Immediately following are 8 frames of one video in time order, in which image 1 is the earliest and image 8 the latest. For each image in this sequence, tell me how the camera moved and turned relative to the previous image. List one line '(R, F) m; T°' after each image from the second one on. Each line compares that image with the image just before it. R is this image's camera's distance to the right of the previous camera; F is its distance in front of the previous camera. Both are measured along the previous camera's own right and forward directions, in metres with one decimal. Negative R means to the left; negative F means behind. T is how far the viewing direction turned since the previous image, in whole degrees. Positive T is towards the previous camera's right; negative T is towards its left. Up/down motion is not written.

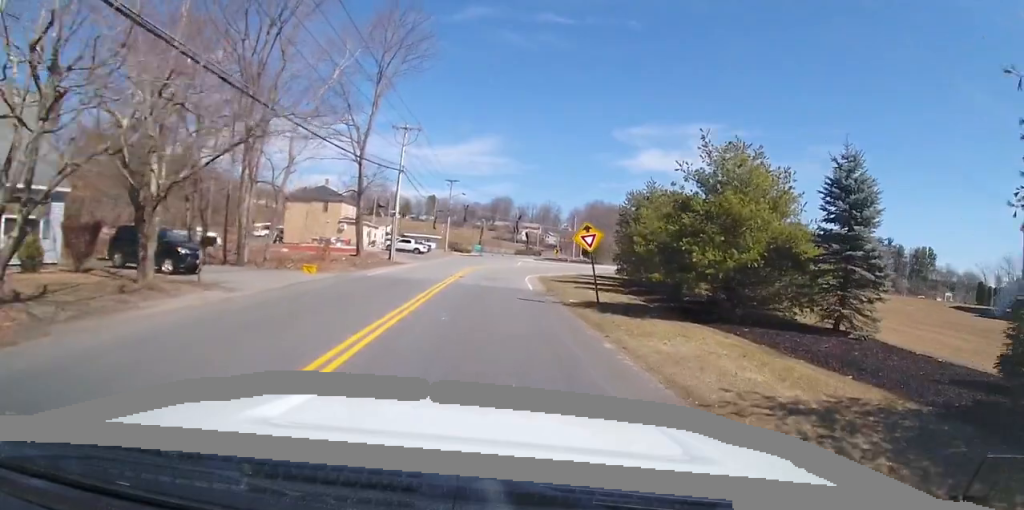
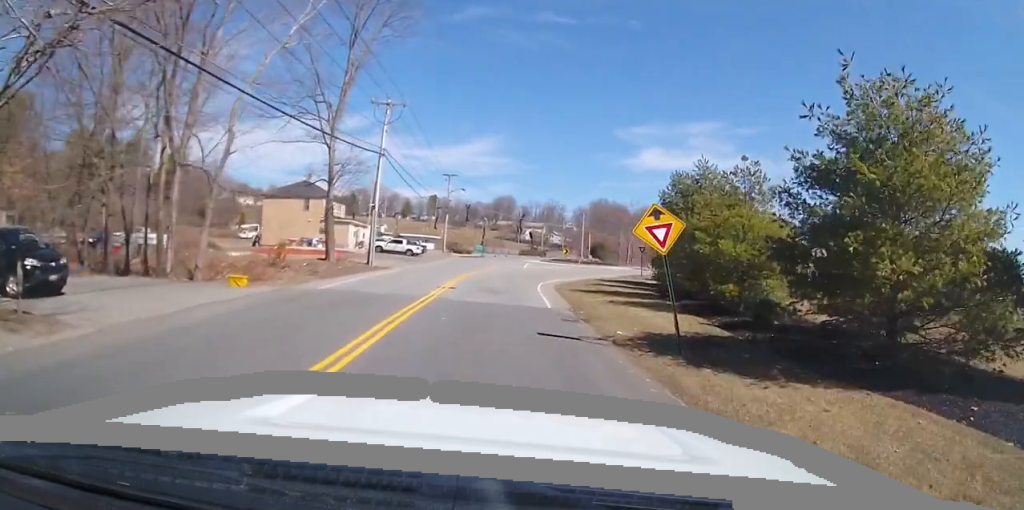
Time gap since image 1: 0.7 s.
(-0.3, +8.4) m; -1°
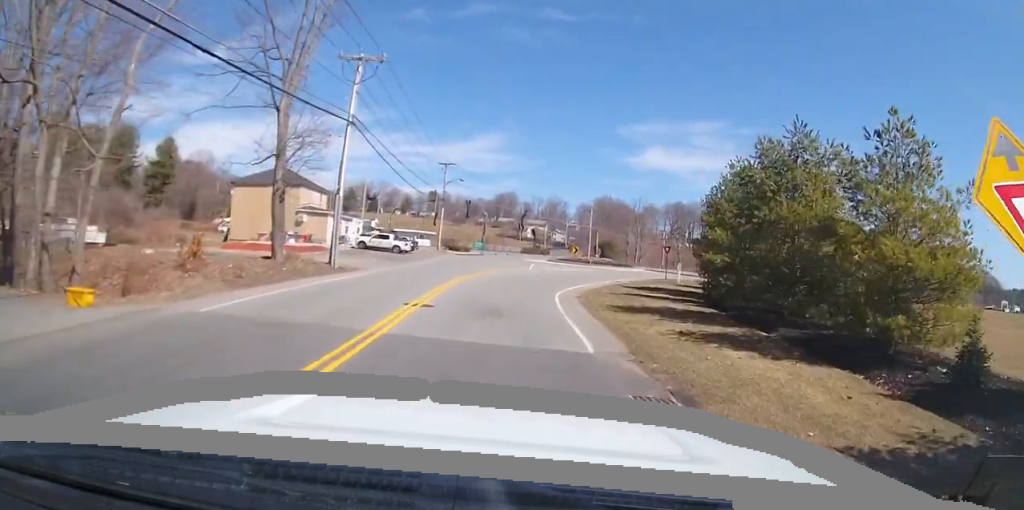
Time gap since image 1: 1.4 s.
(0.0, +8.5) m; 0°
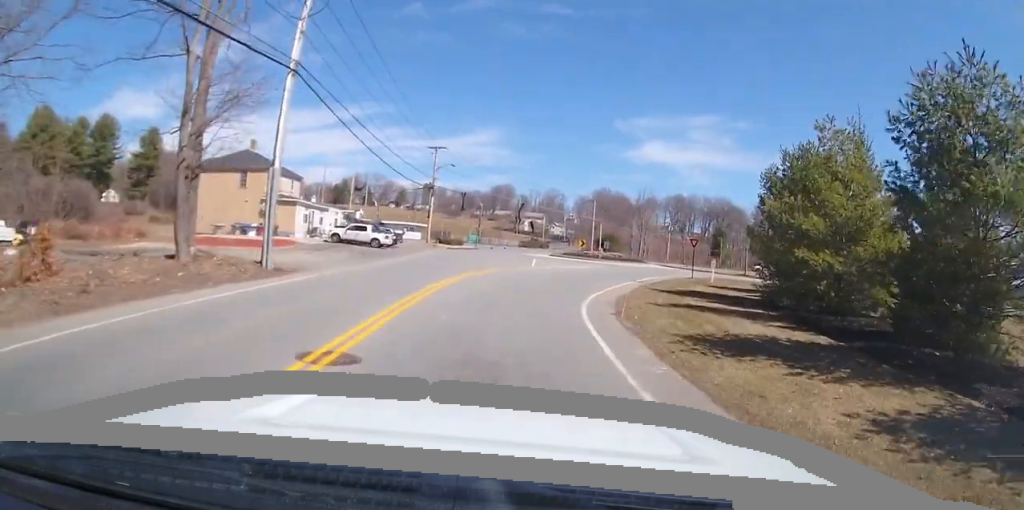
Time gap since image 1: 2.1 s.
(+0.1, +7.8) m; +1°
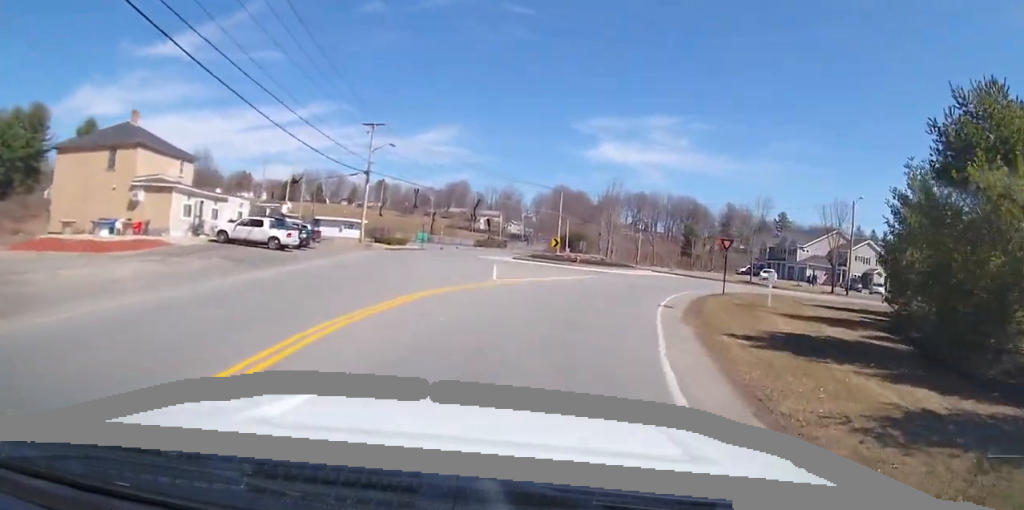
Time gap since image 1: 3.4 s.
(+0.7, +13.4) m; +8°
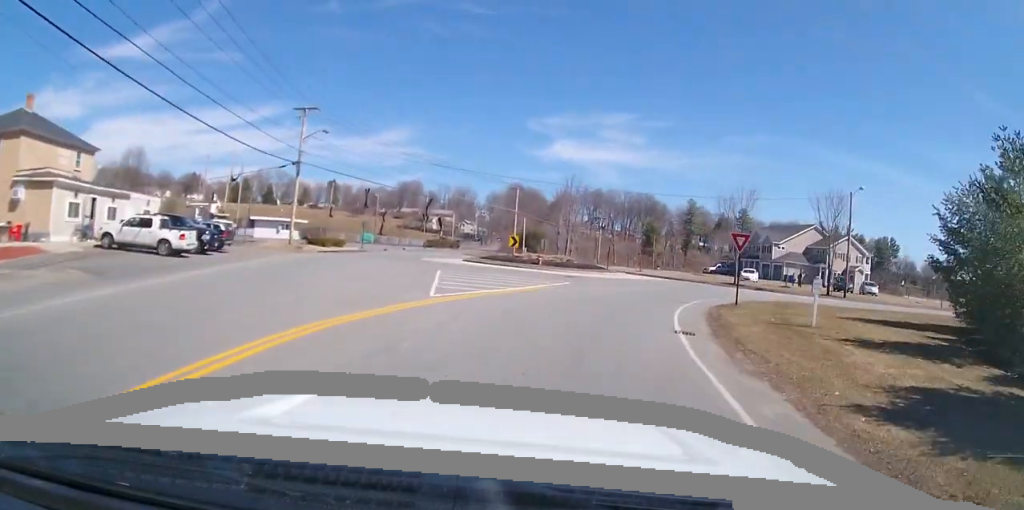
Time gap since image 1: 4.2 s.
(+0.4, +7.2) m; +4°
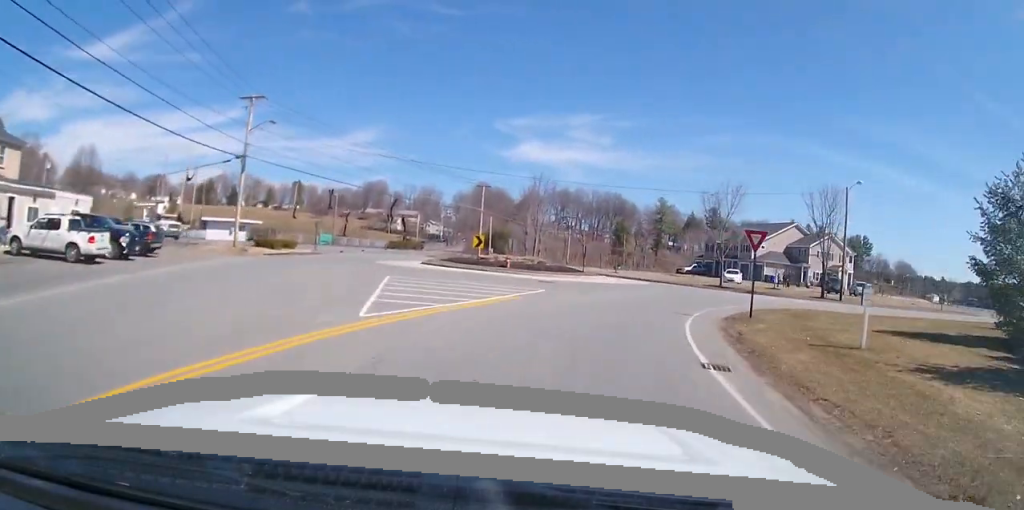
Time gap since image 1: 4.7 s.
(+0.1, +4.3) m; +1°
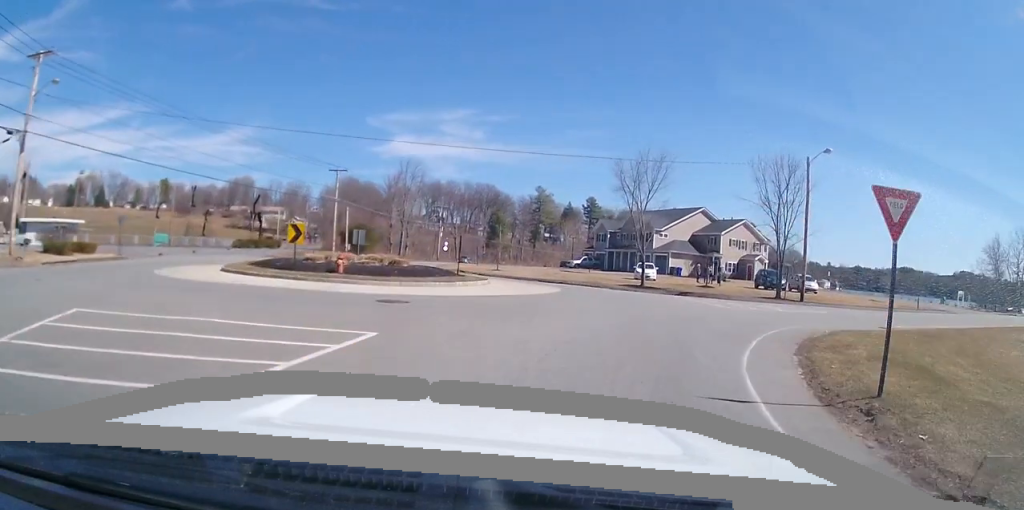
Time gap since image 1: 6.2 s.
(+0.2, +11.8) m; +4°
